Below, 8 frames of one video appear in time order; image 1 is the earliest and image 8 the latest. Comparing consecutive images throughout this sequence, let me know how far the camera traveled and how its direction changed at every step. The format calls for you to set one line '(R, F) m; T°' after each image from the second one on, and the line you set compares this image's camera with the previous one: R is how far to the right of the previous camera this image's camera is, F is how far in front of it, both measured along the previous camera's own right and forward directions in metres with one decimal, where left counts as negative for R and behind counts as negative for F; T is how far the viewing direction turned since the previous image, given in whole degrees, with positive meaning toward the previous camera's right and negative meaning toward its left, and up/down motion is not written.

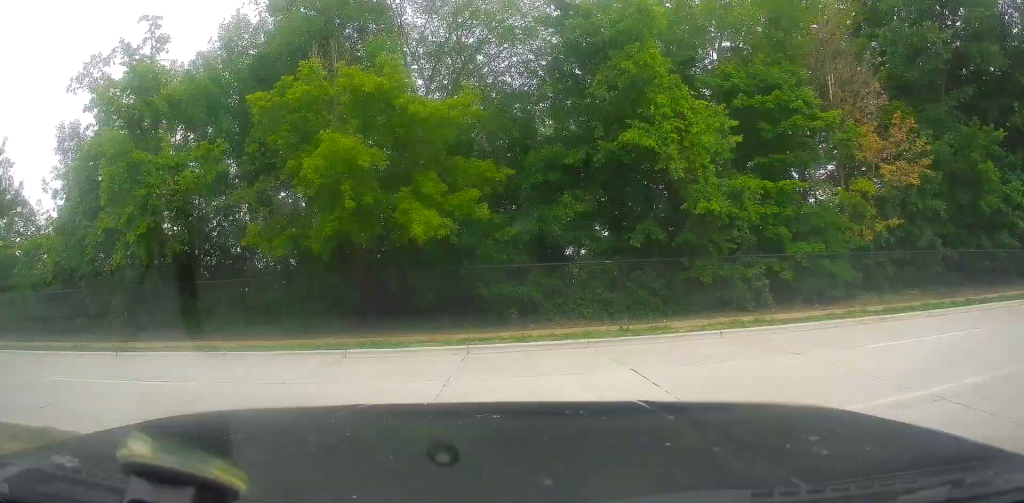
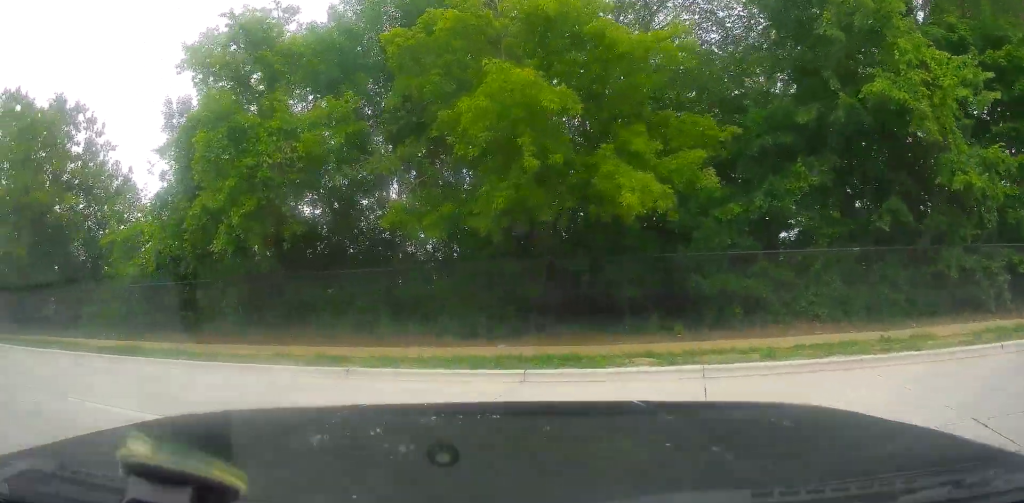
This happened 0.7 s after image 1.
(-0.7, +3.8) m; -20°
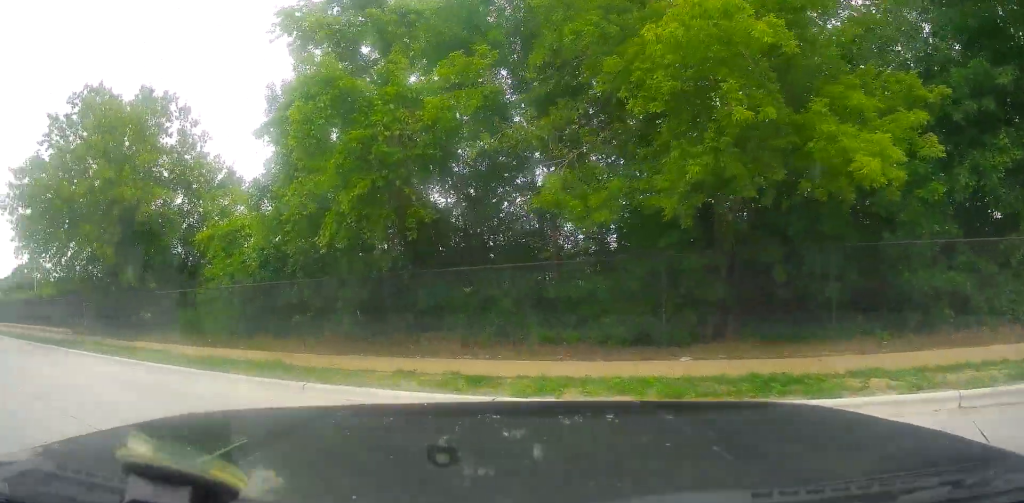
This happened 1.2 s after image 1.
(-0.1, +2.8) m; -12°
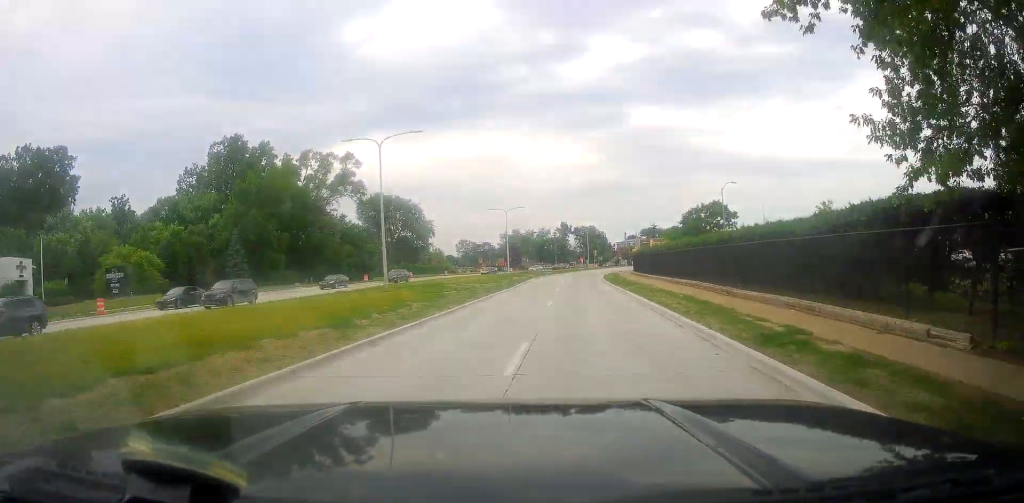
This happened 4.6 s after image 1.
(-13.2, +16.5) m; -68°
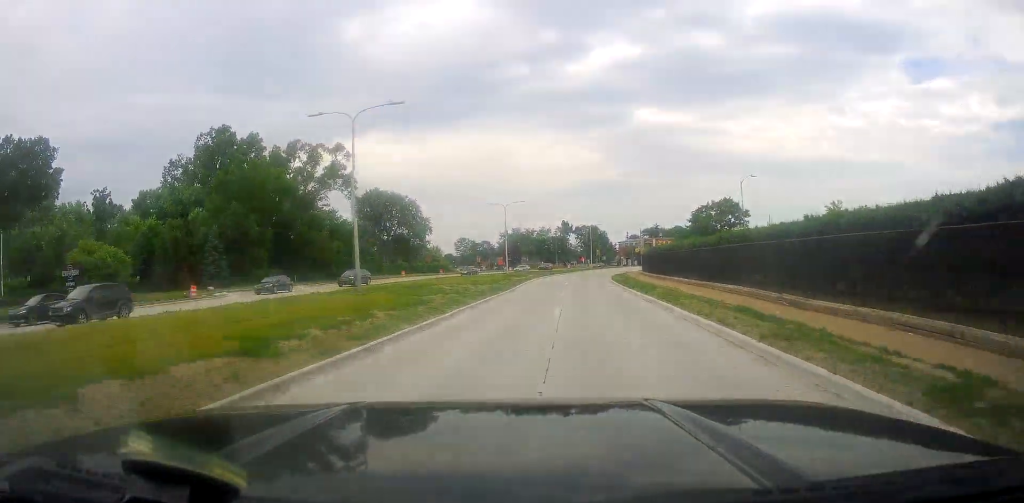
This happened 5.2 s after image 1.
(-0.9, +5.0) m; -4°
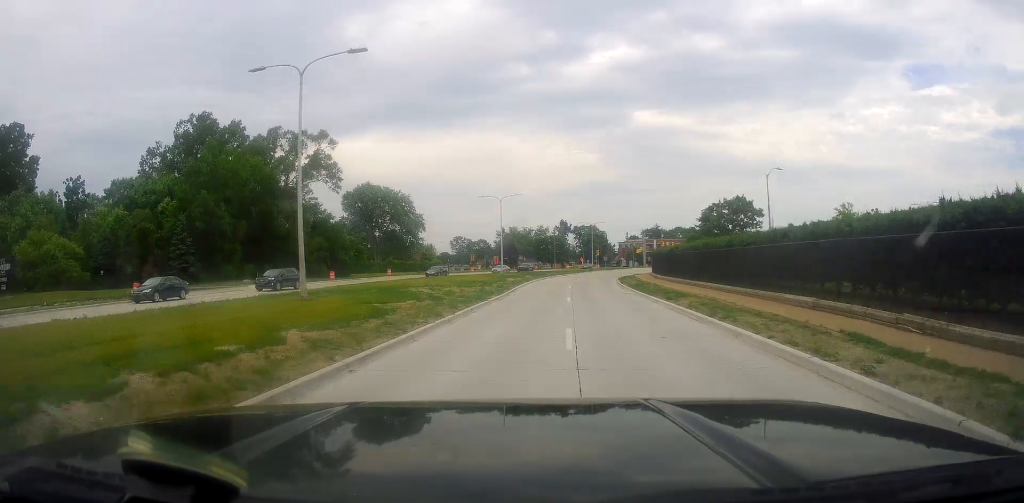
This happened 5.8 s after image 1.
(-0.3, +6.6) m; -2°
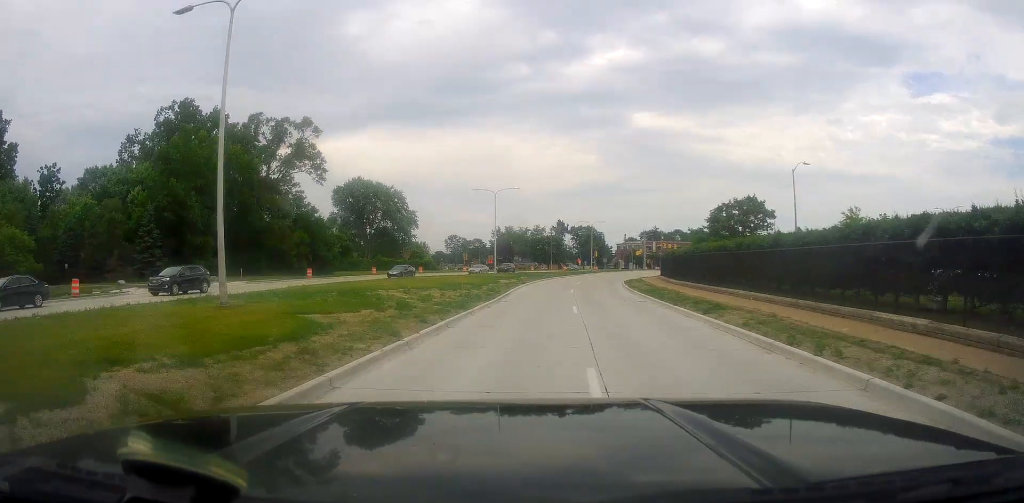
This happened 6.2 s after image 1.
(+0.2, +5.8) m; +1°
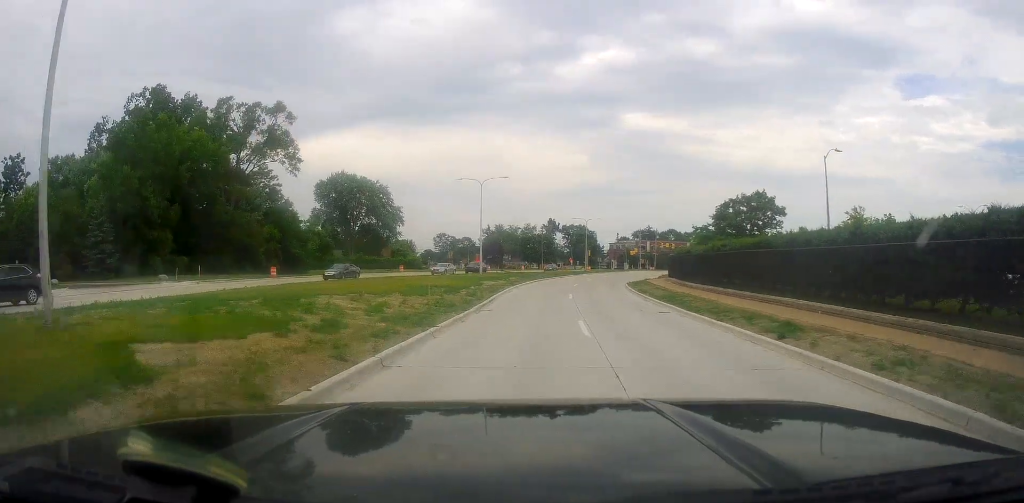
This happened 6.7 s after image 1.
(+0.1, +6.9) m; +1°
